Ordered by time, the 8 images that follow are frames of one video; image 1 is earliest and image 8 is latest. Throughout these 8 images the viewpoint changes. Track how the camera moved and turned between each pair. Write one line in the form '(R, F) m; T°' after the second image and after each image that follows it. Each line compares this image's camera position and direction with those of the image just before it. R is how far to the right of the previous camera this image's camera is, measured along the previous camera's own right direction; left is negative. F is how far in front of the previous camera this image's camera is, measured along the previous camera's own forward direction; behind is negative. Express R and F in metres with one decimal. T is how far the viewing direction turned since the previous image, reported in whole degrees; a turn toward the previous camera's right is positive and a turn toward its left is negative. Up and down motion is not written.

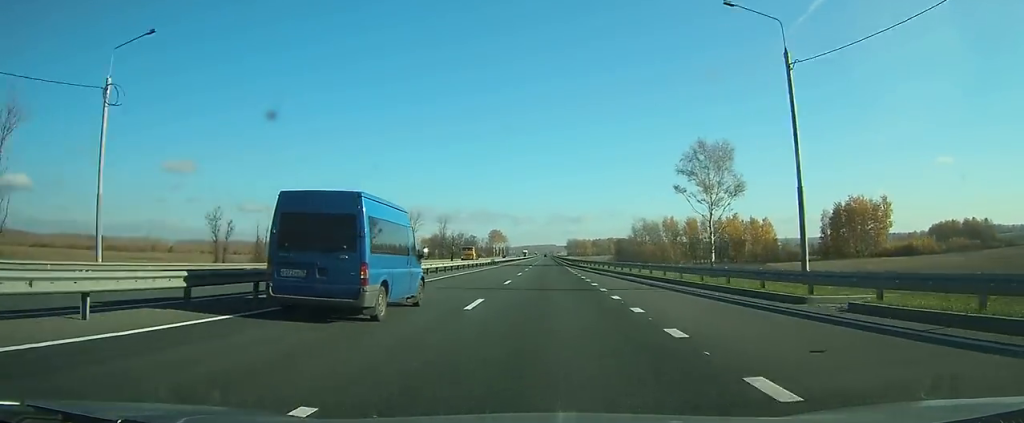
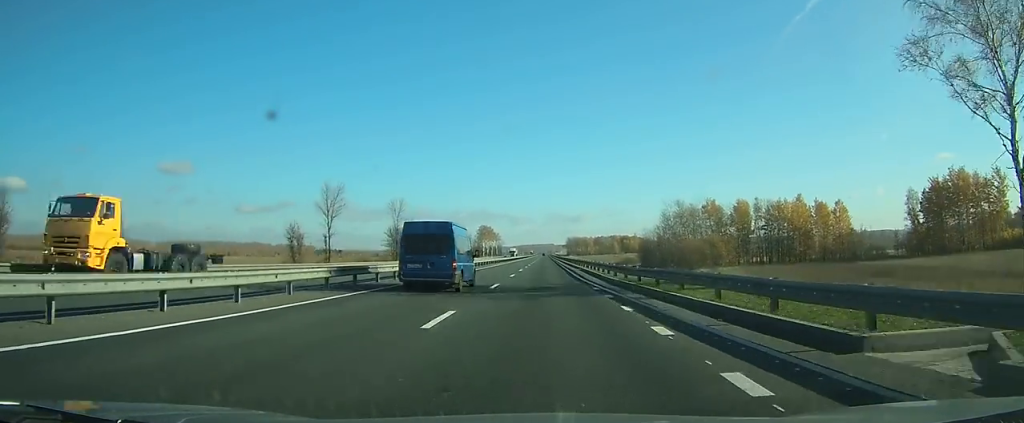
(-0.1, +52.2) m; 0°
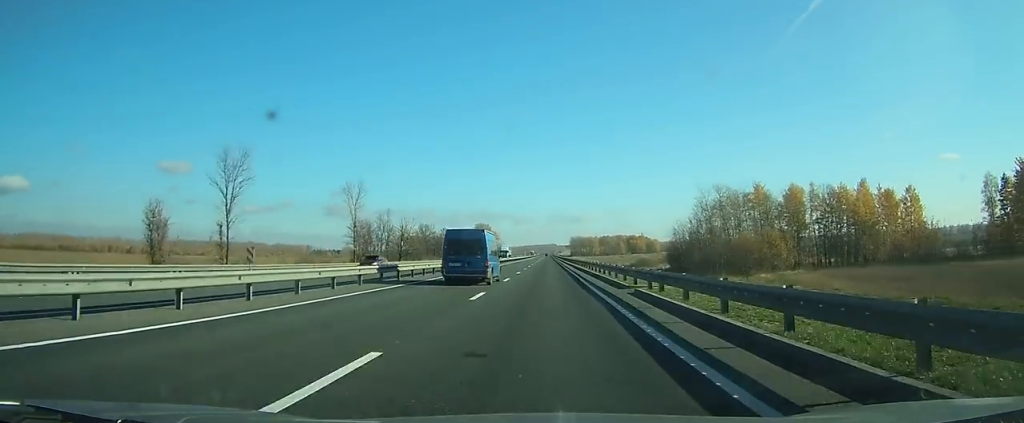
(0.0, +28.7) m; 0°
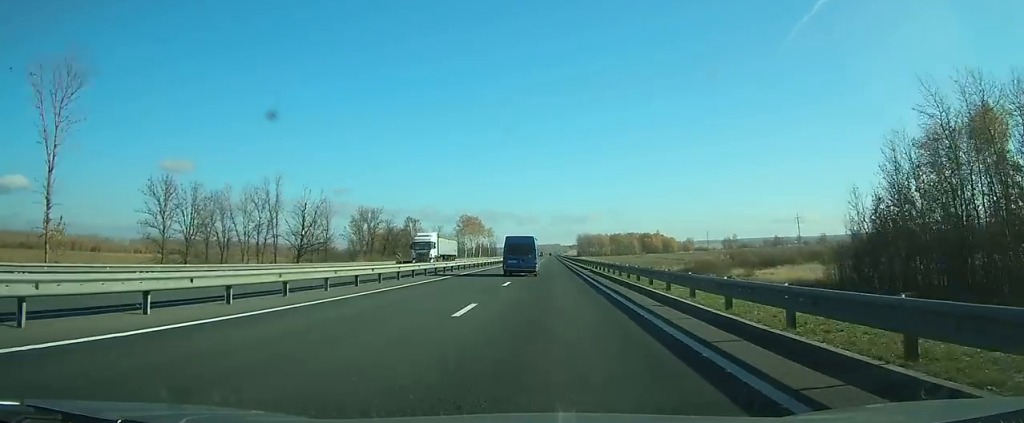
(+0.1, +62.0) m; 0°
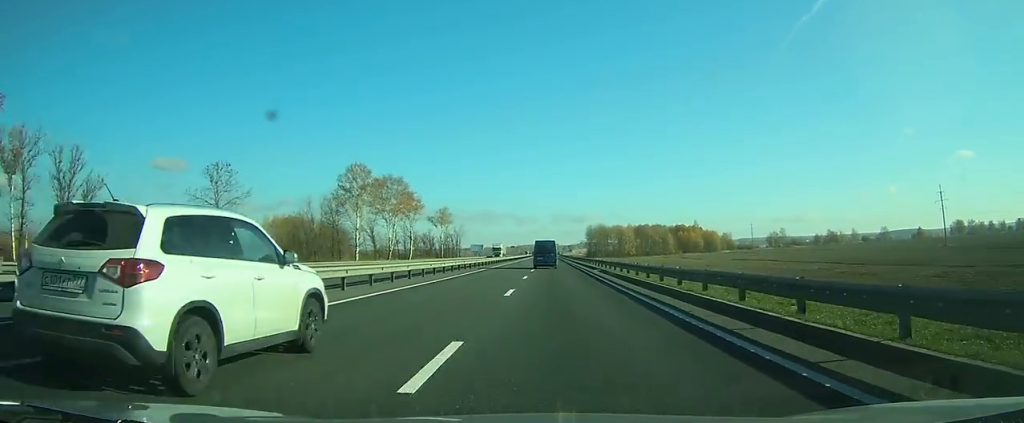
(+0.1, +140.6) m; 0°
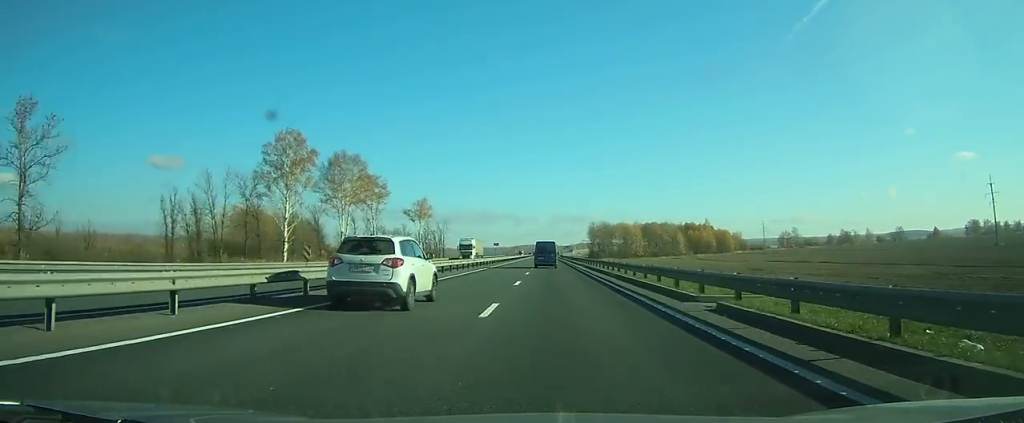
(0.0, +29.6) m; 0°
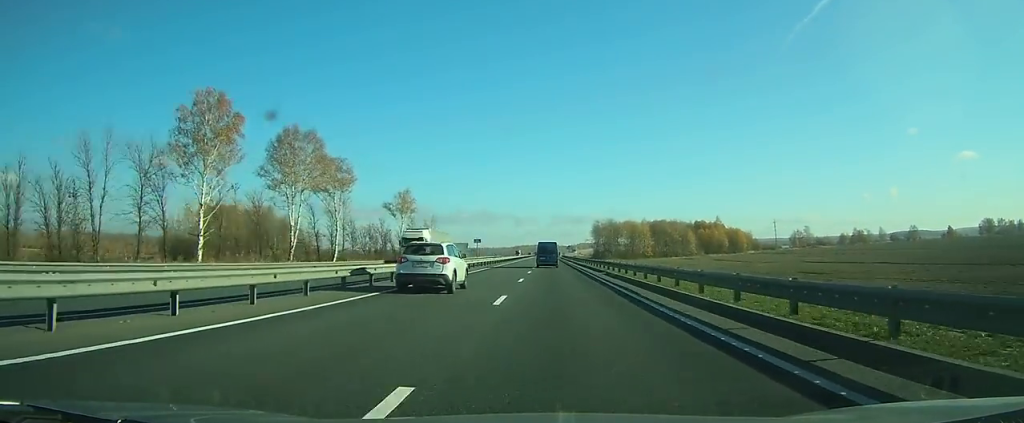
(0.0, +20.3) m; 0°
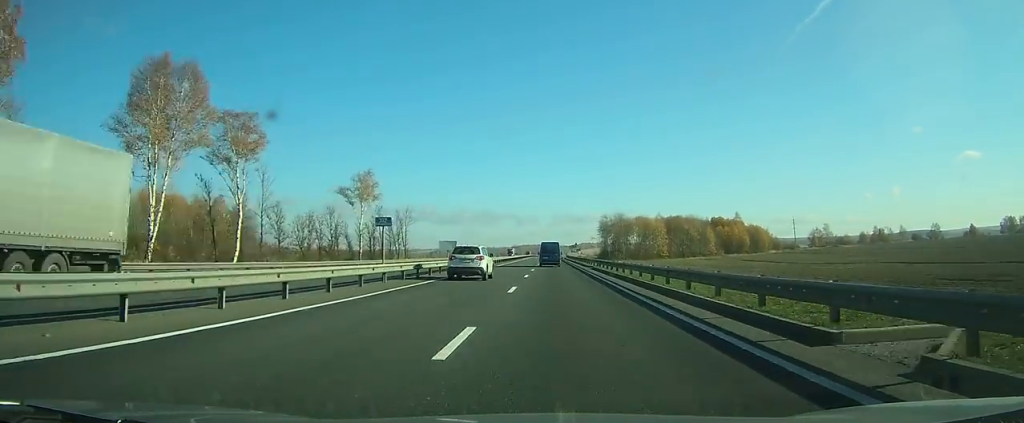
(0.0, +29.4) m; 0°
